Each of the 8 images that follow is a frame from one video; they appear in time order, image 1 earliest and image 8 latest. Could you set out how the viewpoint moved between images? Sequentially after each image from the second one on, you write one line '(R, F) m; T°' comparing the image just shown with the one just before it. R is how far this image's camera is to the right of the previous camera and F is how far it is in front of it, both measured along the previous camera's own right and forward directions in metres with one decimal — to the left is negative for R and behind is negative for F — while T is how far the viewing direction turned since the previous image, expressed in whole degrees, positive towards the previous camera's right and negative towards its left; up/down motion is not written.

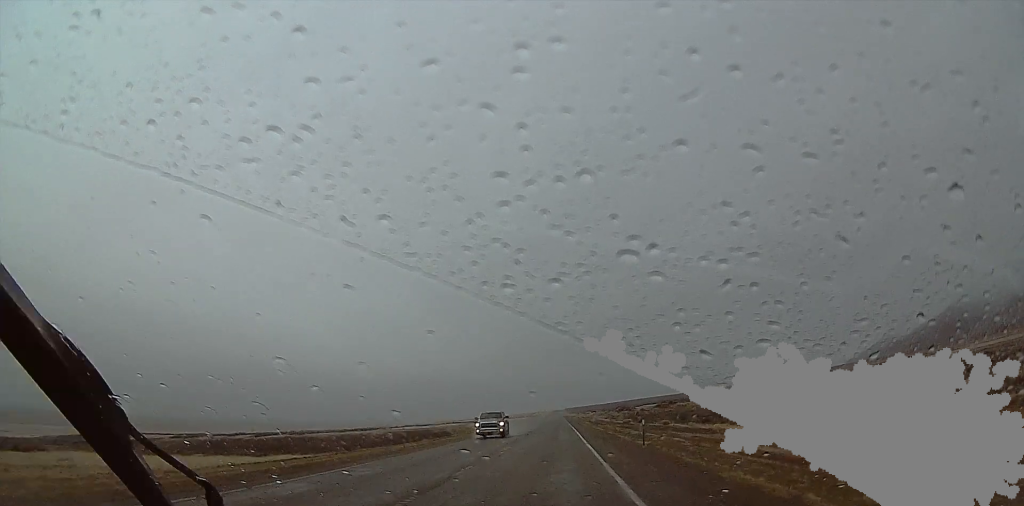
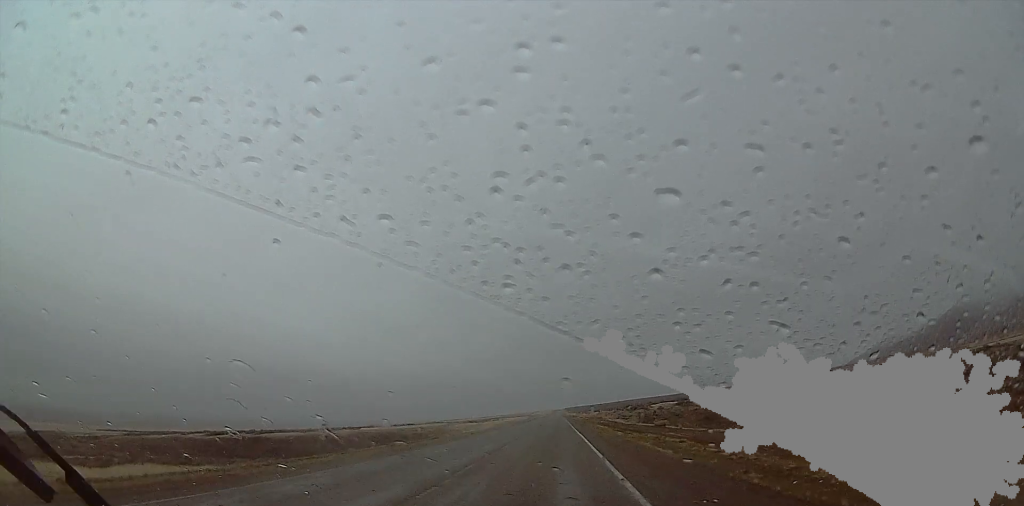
(0.0, +35.9) m; 0°
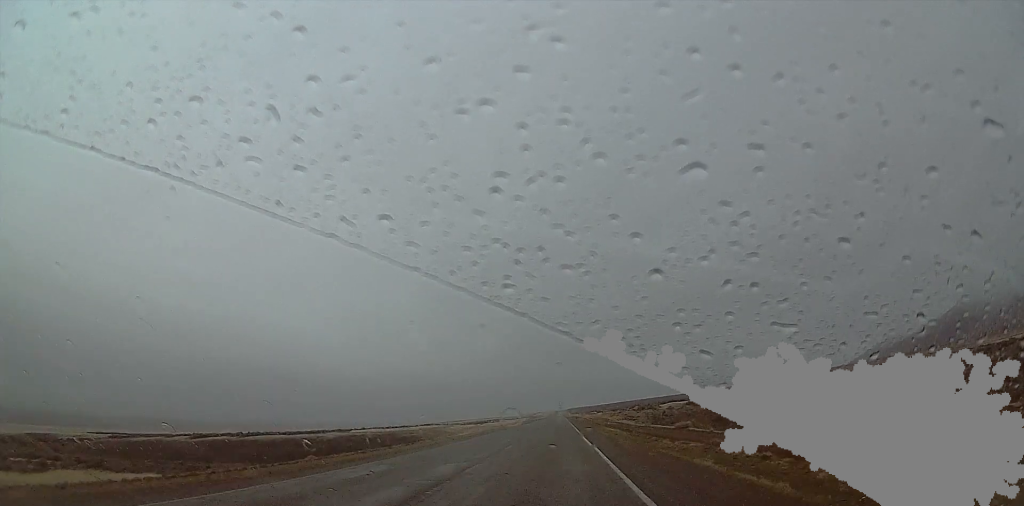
(0.0, +11.4) m; 0°
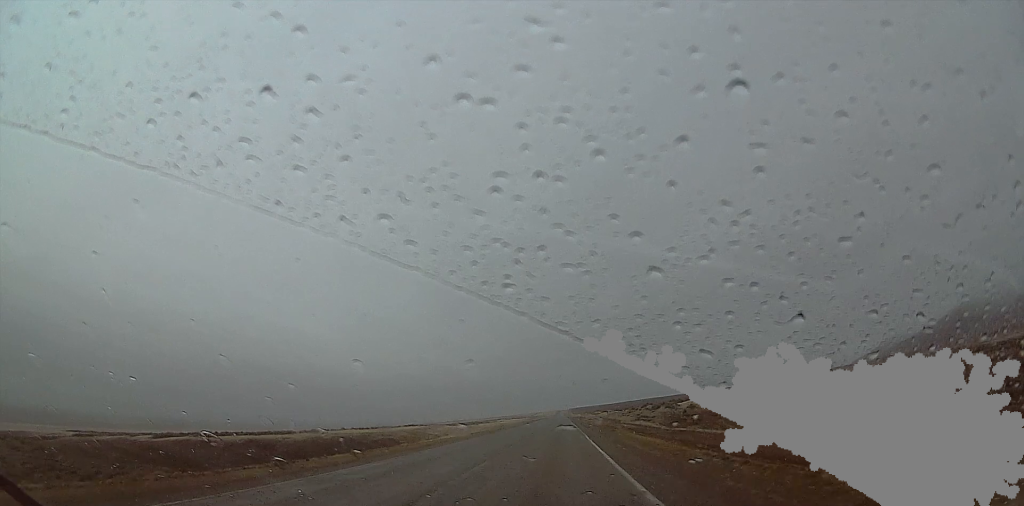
(-0.1, +22.5) m; 0°
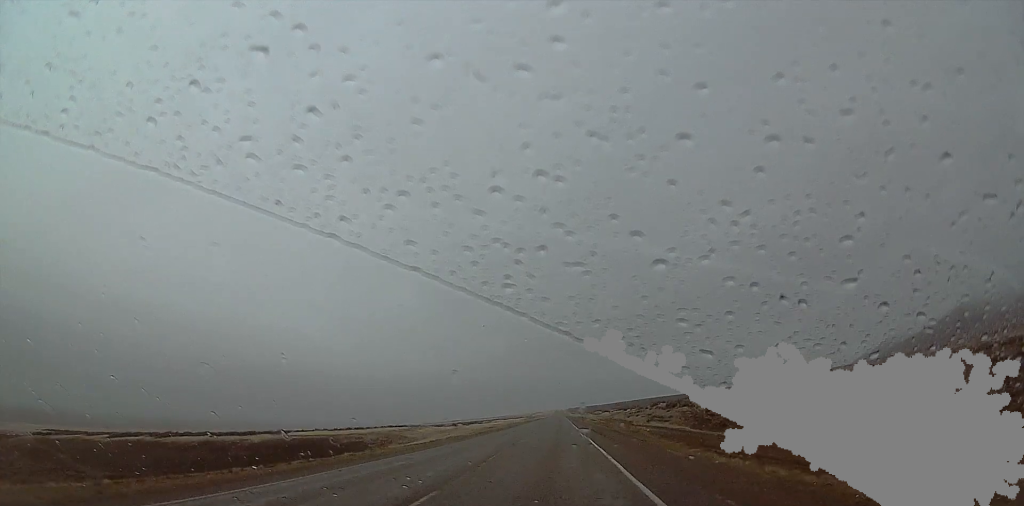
(0.0, +20.8) m; 0°
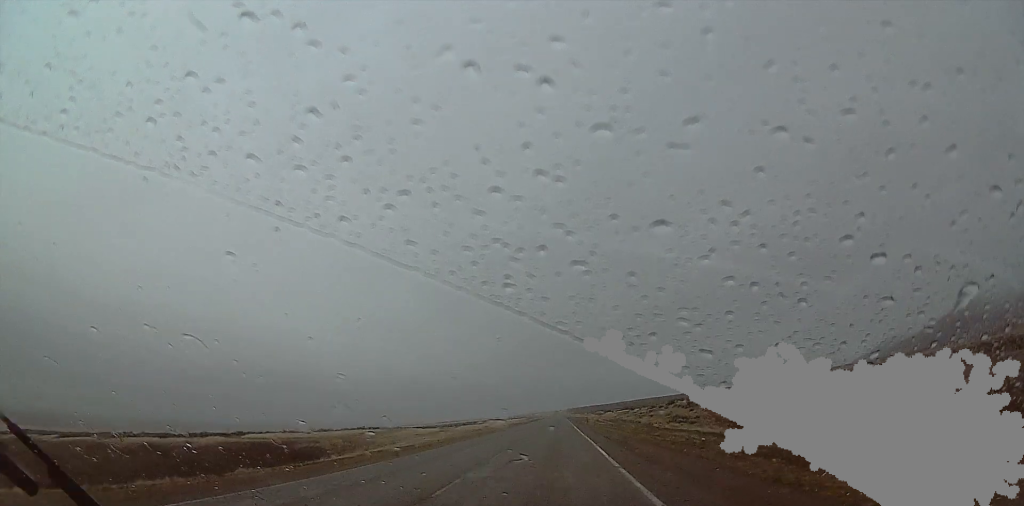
(+0.1, +21.0) m; 0°
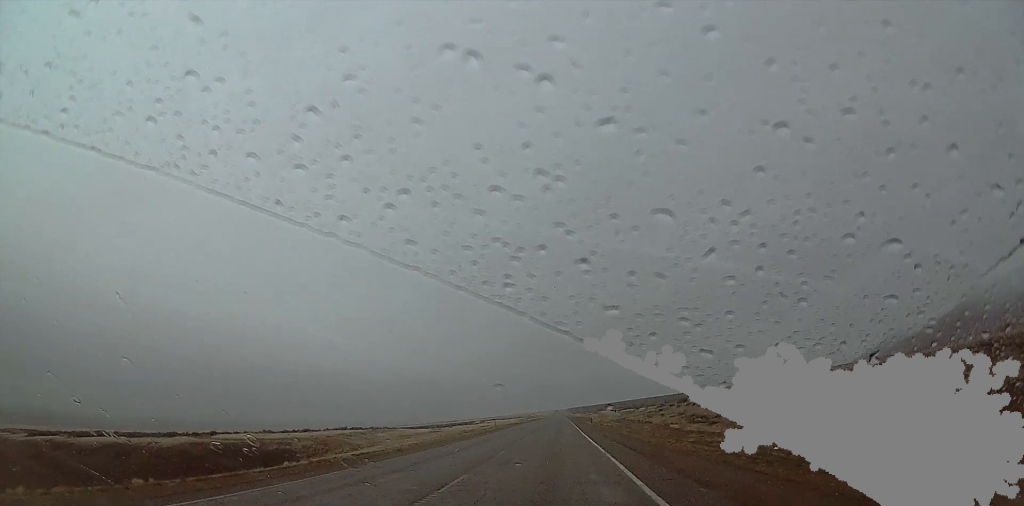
(0.0, +11.4) m; 0°
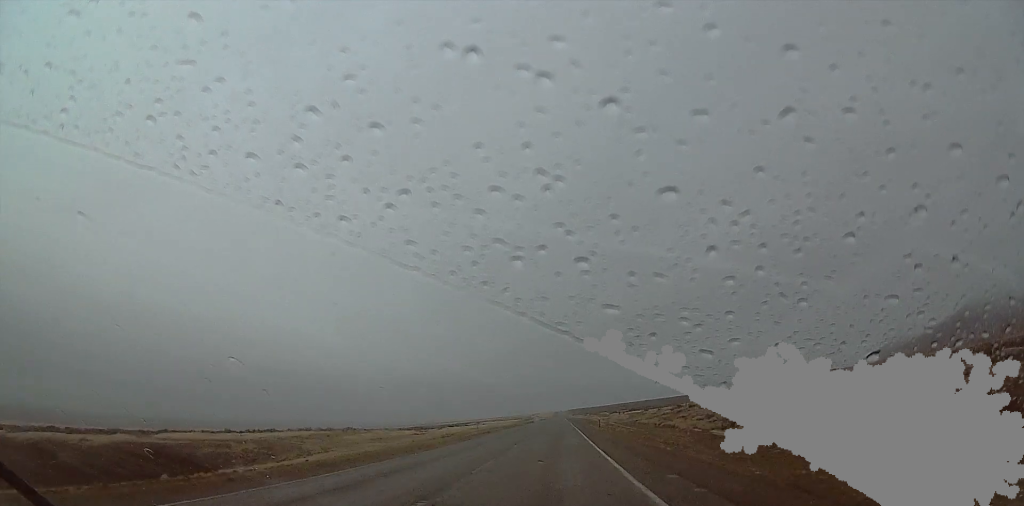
(-0.1, +17.5) m; 0°
